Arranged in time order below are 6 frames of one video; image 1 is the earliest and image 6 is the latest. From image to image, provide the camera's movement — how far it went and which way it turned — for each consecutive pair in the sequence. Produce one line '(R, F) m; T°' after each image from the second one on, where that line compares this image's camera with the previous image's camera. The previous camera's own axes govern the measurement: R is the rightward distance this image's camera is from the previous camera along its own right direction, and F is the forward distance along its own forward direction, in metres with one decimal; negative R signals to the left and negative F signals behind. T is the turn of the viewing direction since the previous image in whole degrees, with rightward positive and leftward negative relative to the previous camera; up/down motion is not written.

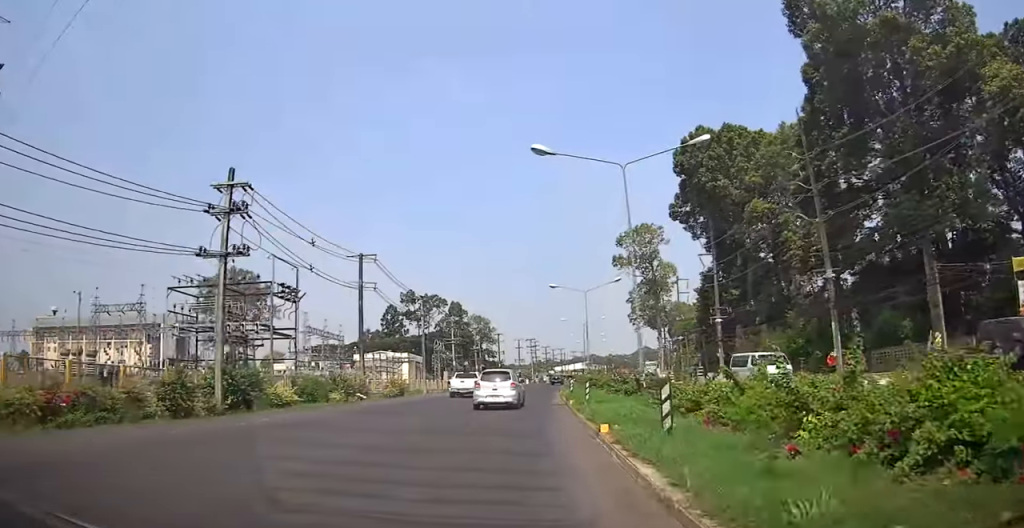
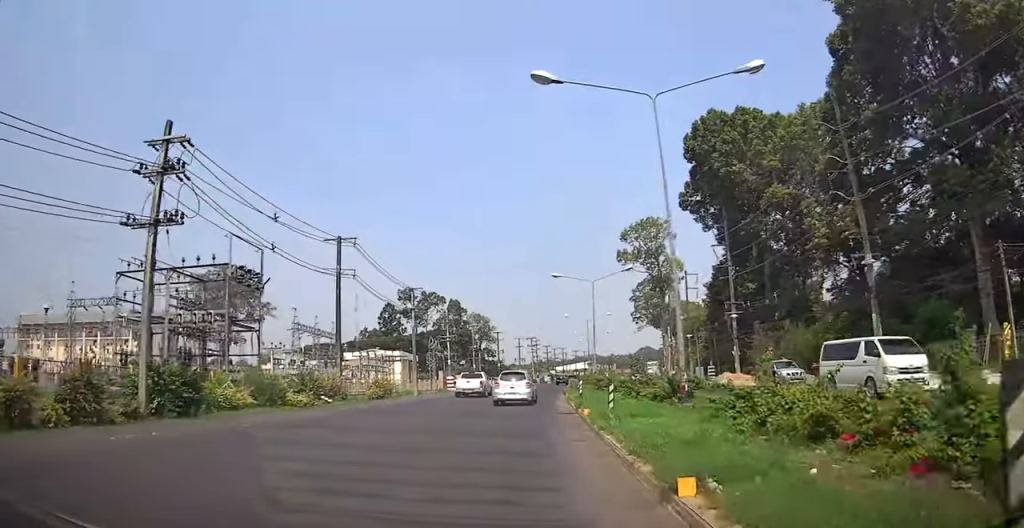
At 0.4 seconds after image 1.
(+0.2, +5.5) m; +1°
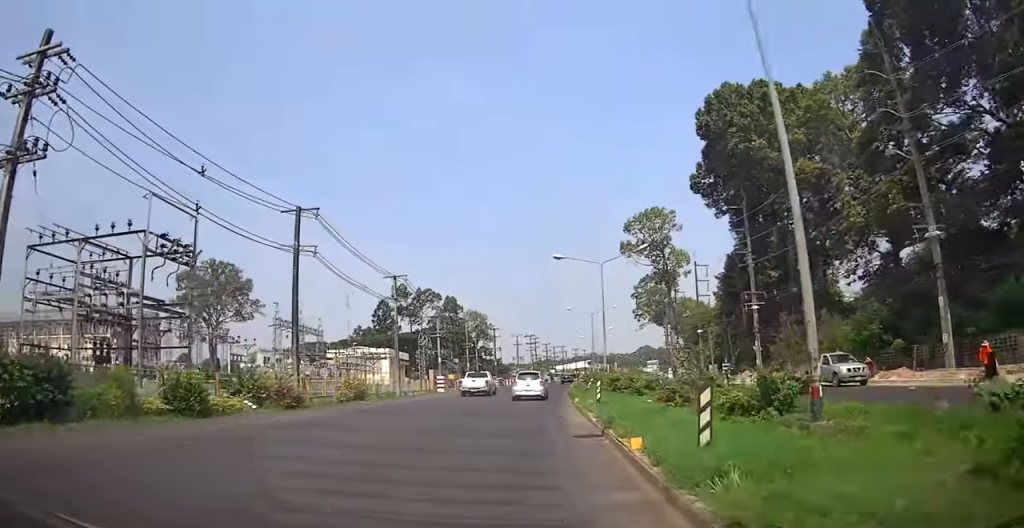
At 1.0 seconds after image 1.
(+0.1, +7.2) m; +1°
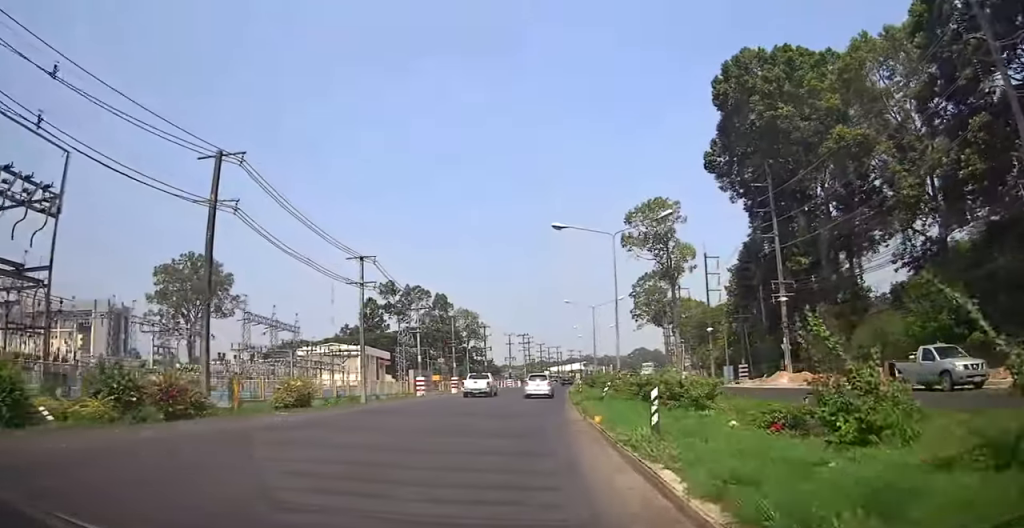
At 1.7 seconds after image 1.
(0.0, +8.9) m; 0°
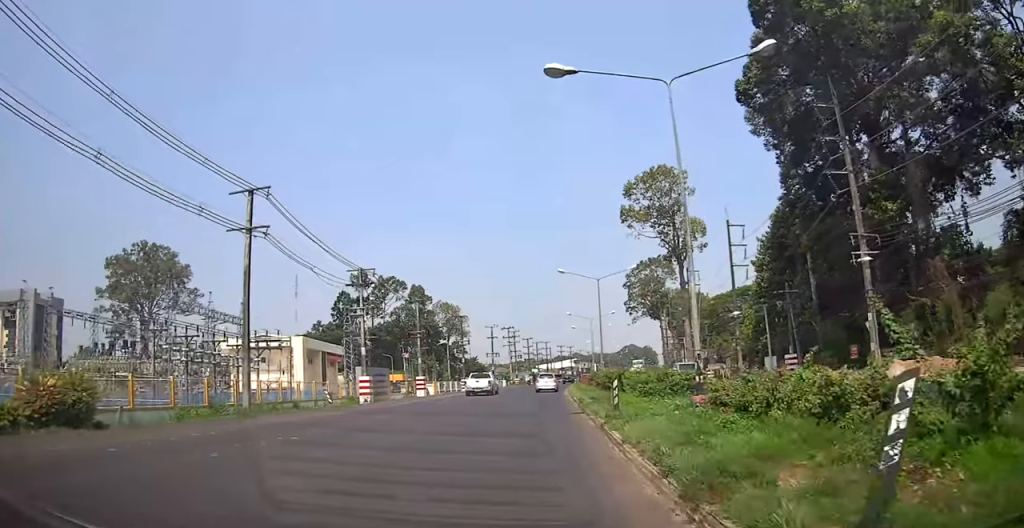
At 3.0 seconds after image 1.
(+0.1, +16.5) m; +1°
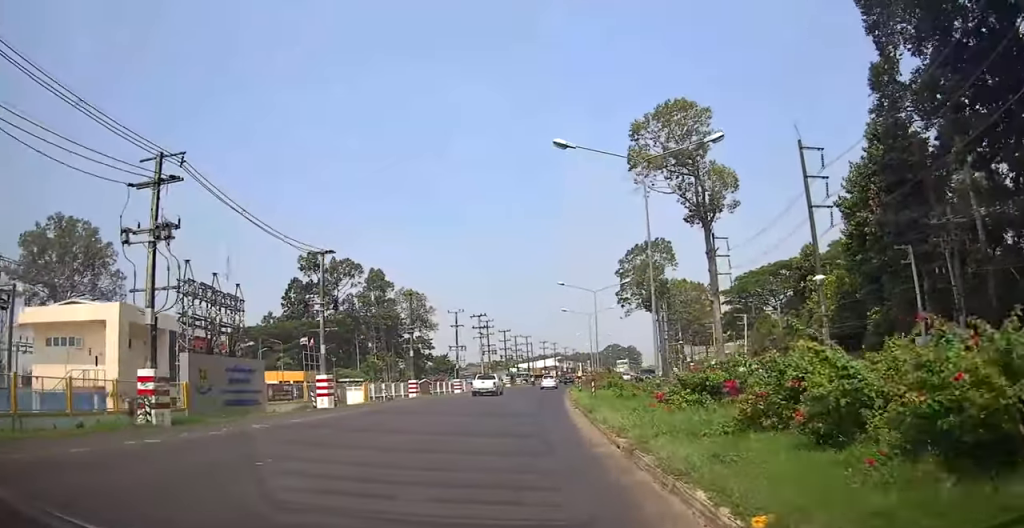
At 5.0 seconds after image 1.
(+0.7, +25.1) m; +3°
